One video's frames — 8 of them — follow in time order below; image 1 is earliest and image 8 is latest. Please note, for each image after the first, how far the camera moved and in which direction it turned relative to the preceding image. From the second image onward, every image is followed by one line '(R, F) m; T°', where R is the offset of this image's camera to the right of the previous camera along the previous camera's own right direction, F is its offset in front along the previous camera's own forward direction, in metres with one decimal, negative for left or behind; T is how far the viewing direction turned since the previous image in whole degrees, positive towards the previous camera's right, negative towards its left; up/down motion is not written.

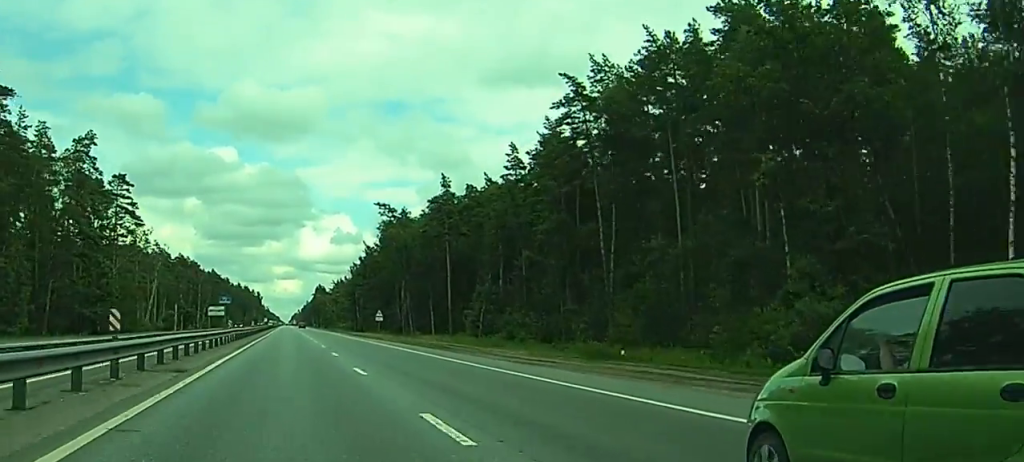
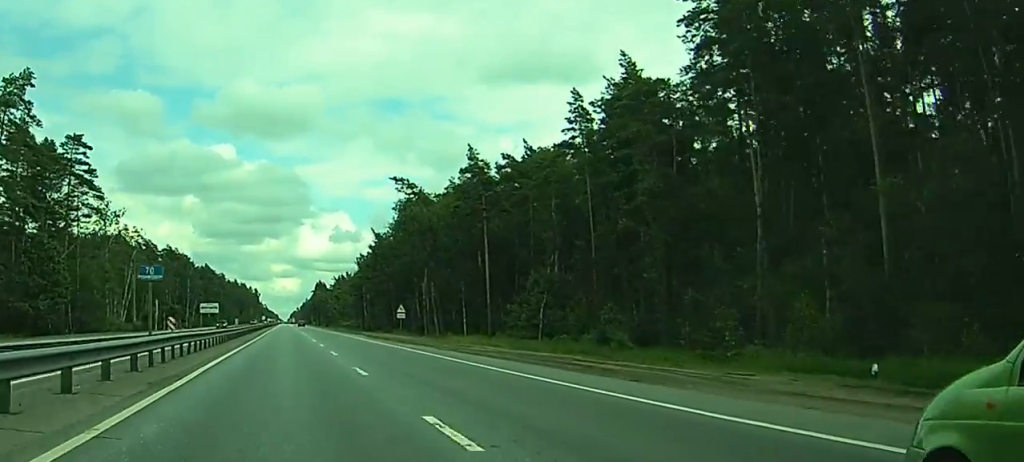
(-0.1, +24.3) m; 0°
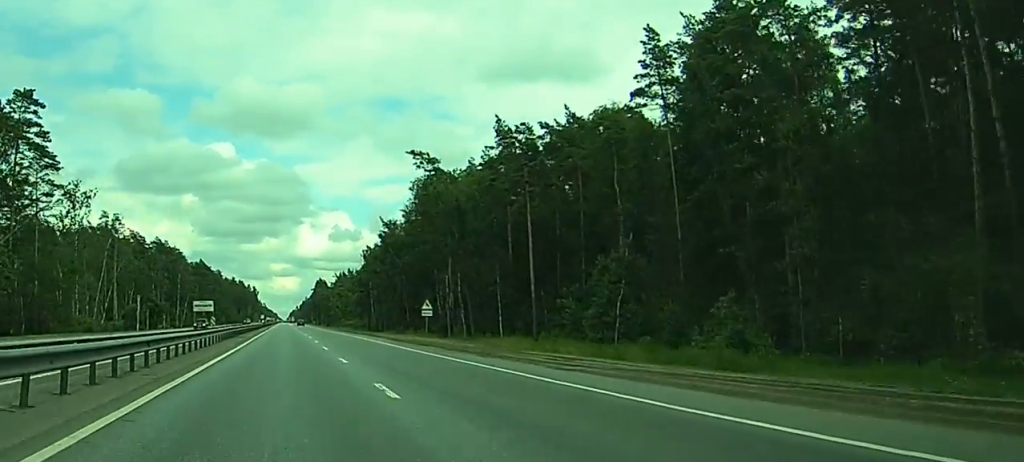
(0.0, +18.1) m; 0°
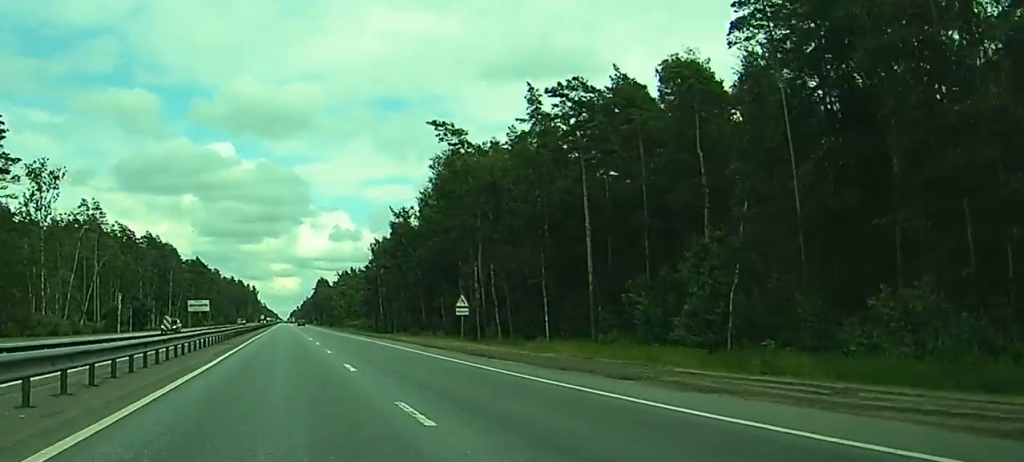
(0.0, +15.5) m; 0°
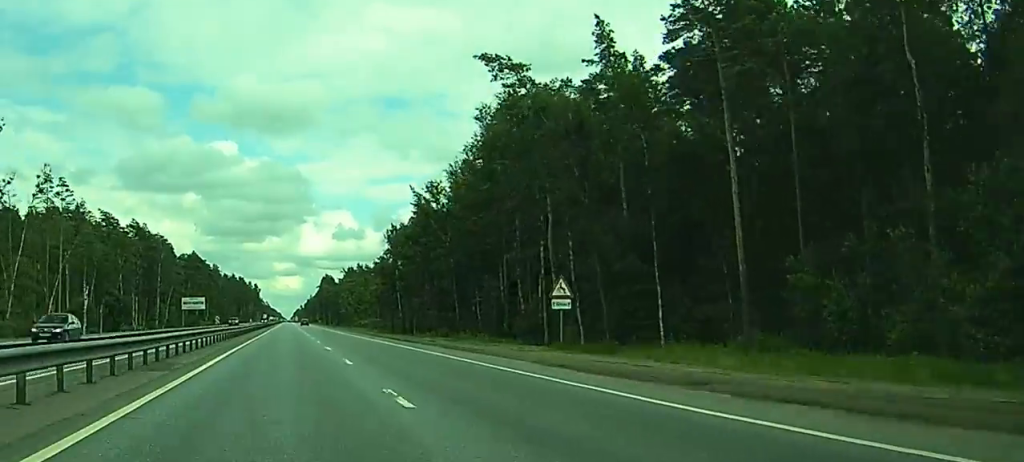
(-0.1, +21.9) m; -1°
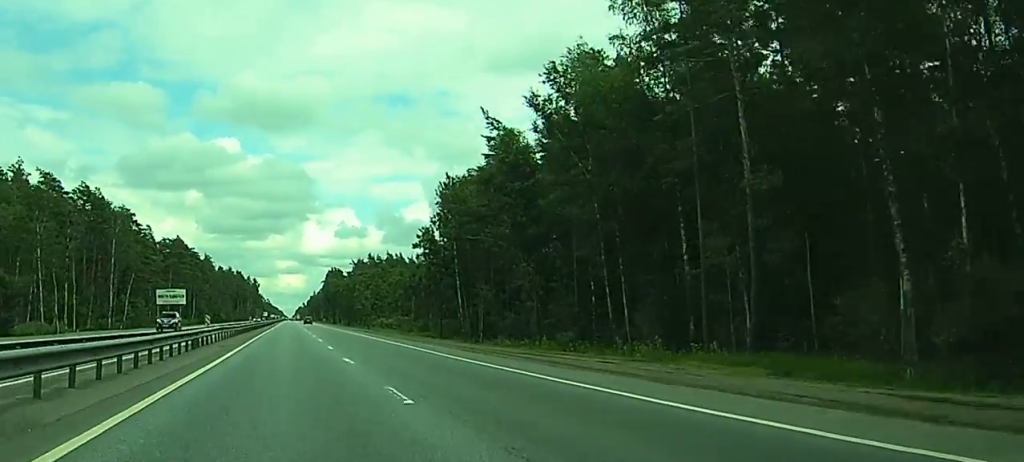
(+0.3, +46.9) m; +1°
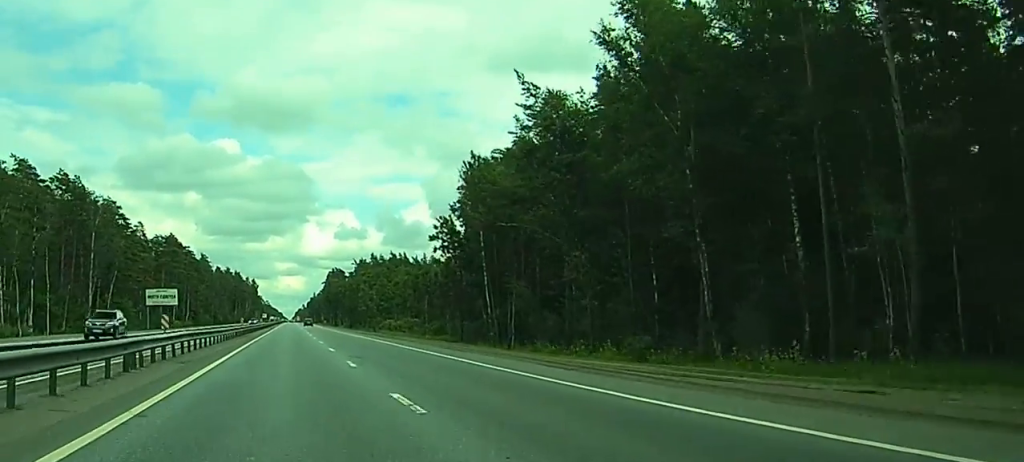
(+0.1, +12.9) m; 0°
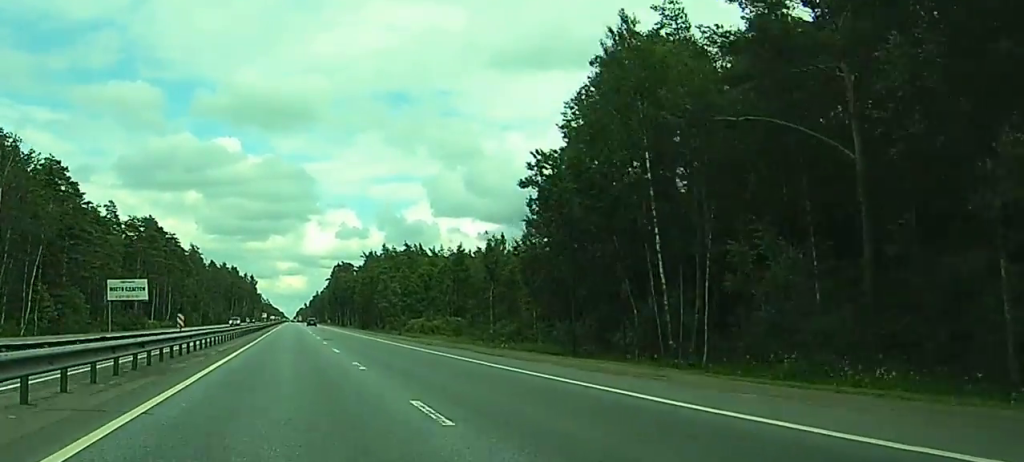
(-0.1, +37.2) m; 0°
